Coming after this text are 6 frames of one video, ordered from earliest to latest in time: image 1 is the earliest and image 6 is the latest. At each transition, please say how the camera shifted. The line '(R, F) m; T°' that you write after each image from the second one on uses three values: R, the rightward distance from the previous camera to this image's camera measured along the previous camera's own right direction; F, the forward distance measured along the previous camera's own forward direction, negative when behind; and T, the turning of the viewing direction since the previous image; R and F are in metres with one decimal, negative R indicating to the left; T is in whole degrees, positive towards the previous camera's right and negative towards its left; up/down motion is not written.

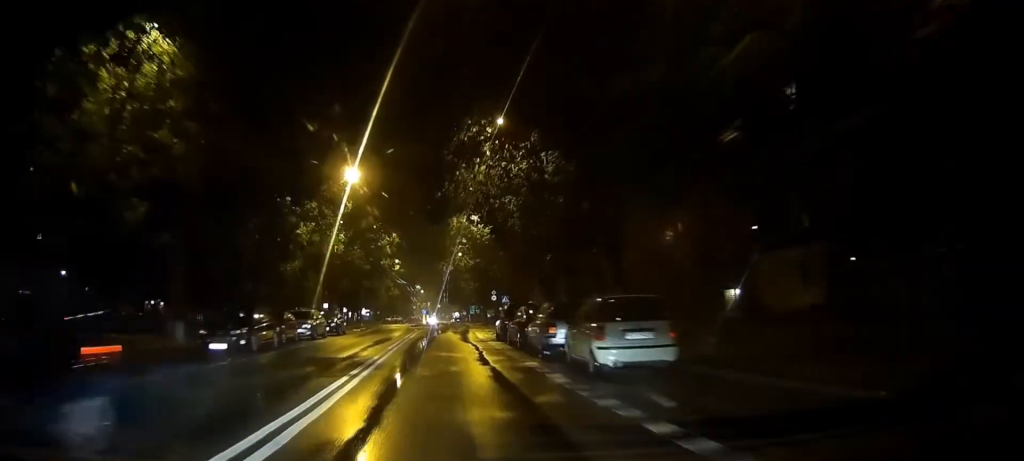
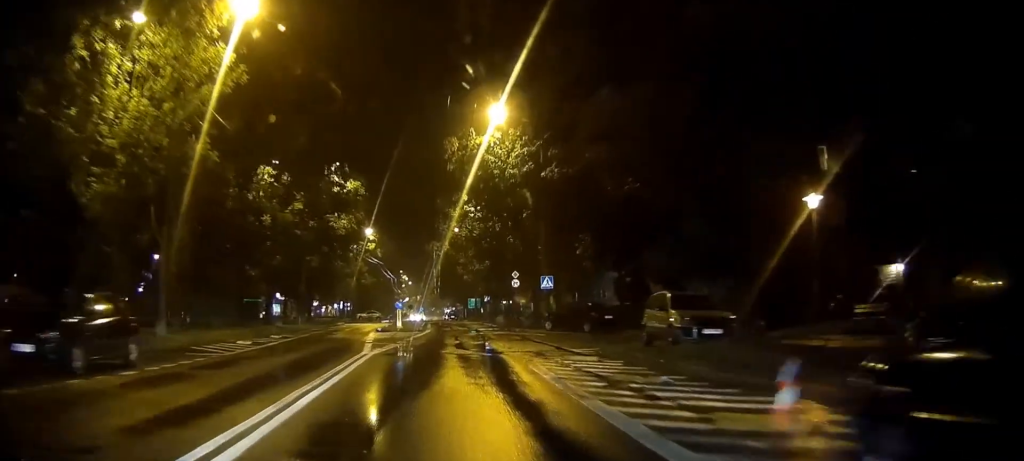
(0.0, +27.2) m; -3°
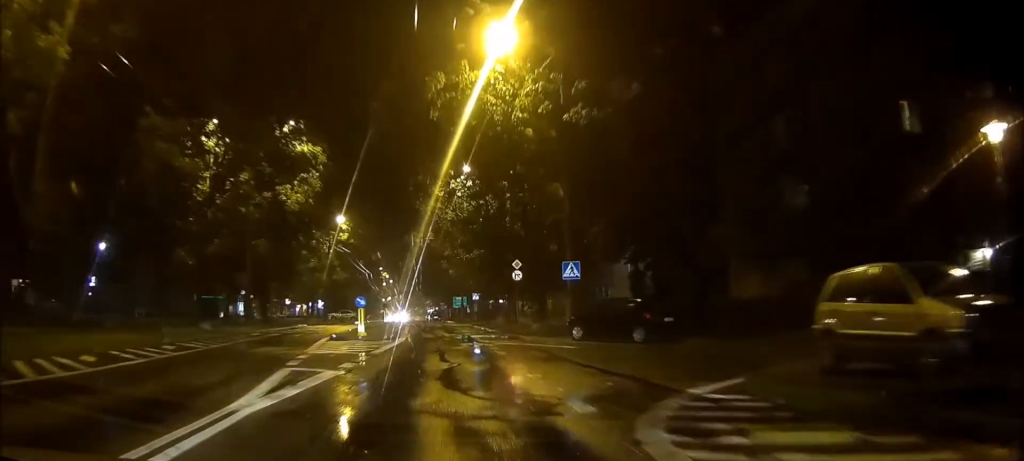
(-0.2, +9.5) m; -1°
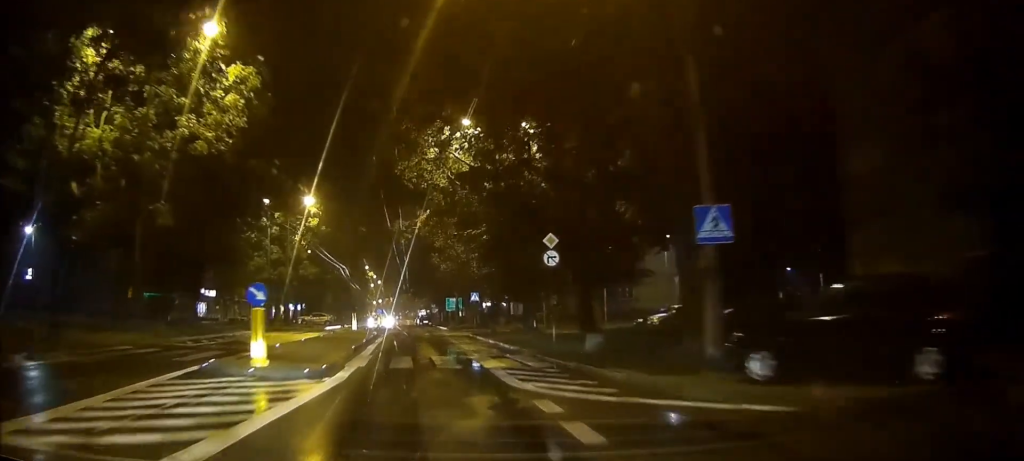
(+0.1, +11.9) m; +3°
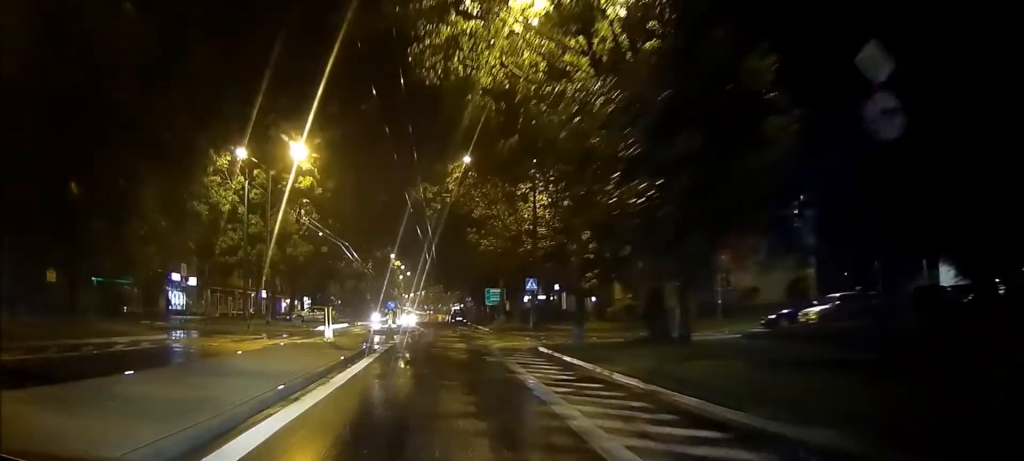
(+0.9, +11.4) m; +12°
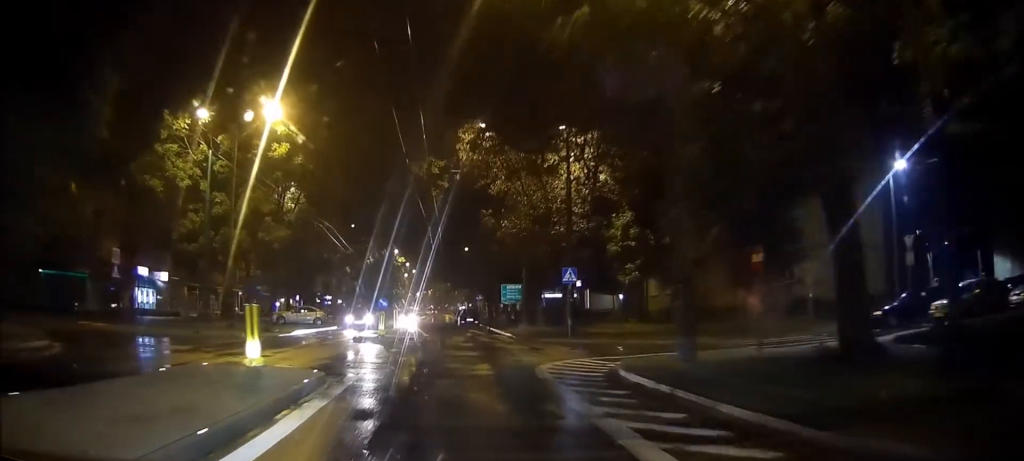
(+0.3, +4.5) m; -3°
